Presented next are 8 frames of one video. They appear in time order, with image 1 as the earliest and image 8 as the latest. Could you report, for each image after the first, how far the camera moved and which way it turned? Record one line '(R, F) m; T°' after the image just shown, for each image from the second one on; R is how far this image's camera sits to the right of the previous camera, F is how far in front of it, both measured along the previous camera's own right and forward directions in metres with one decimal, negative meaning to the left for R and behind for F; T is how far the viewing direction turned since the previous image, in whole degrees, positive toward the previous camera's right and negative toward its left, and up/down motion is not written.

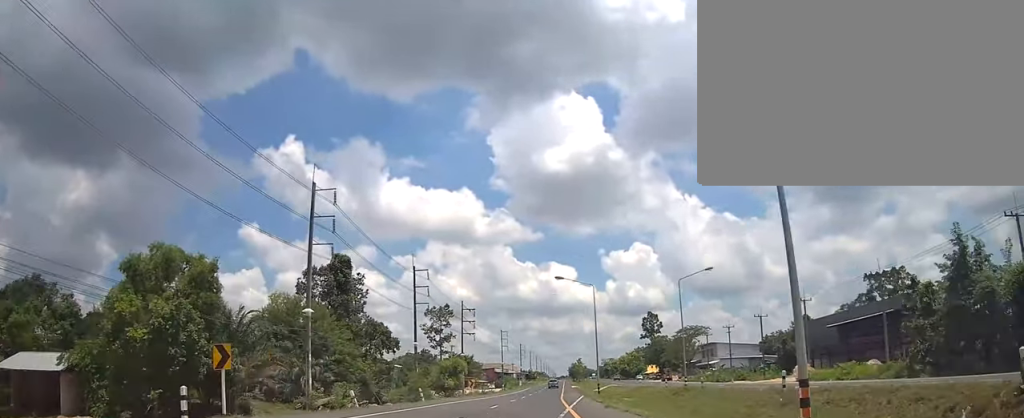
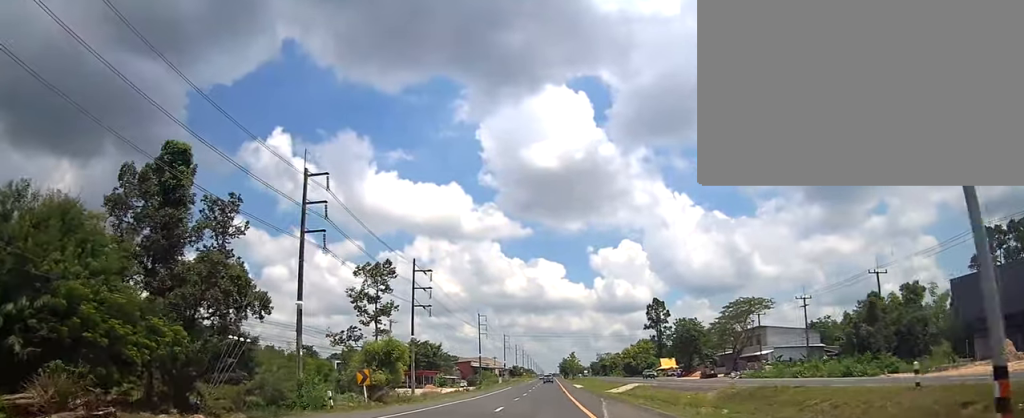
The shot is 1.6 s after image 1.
(+1.0, +39.4) m; +1°
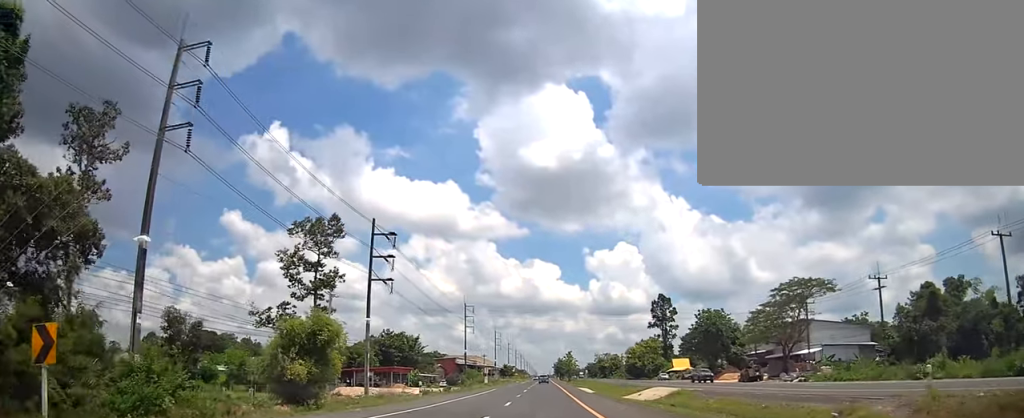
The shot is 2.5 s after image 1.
(-0.4, +20.2) m; 0°
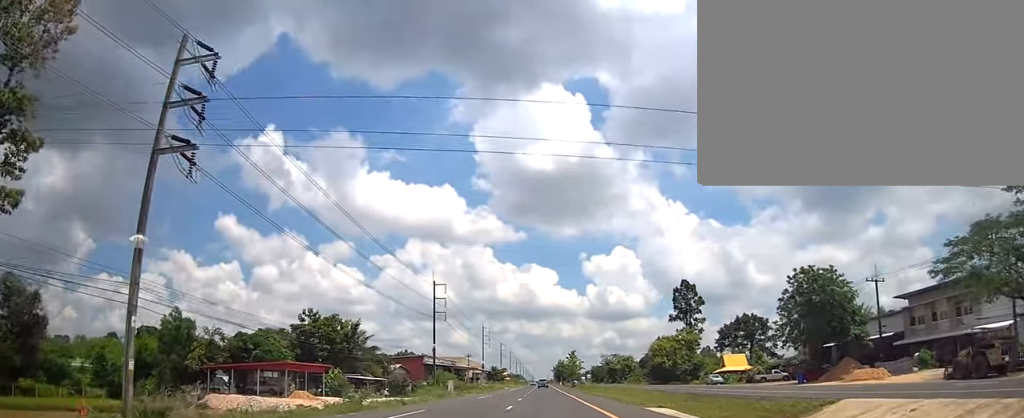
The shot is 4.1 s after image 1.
(+0.8, +39.5) m; +2°
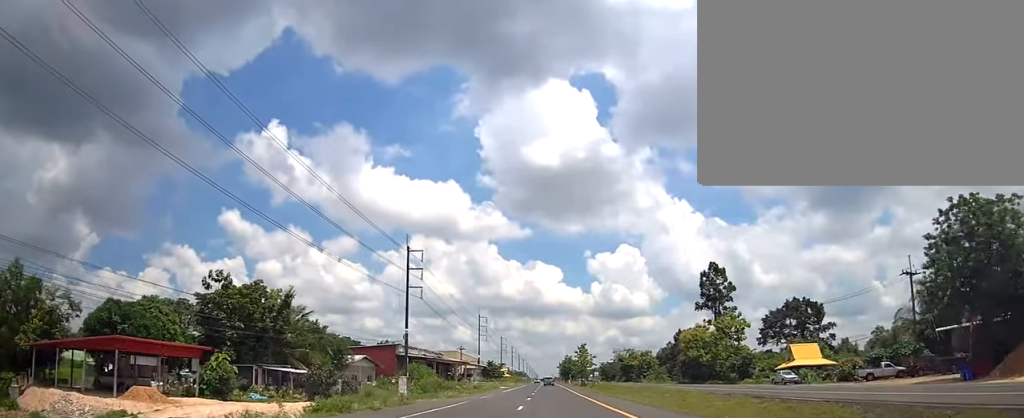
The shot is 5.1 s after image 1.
(0.0, +24.9) m; 0°
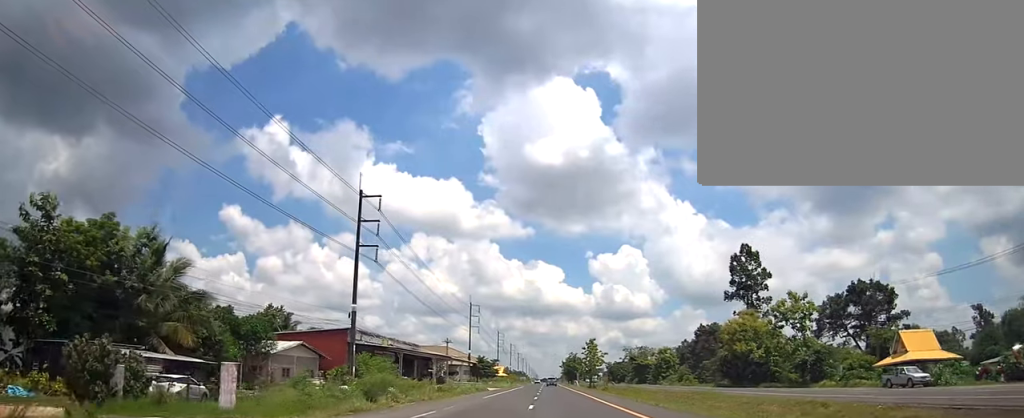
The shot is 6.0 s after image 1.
(-0.1, +23.1) m; 0°
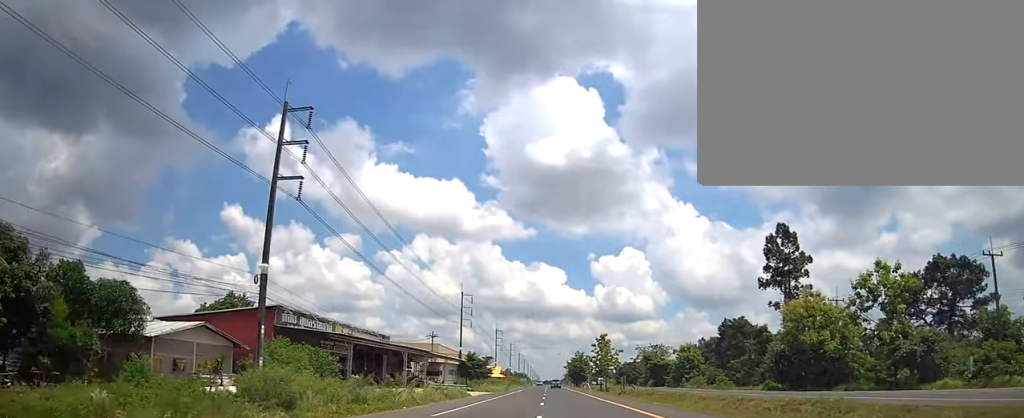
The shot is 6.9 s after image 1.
(+0.1, +19.4) m; 0°
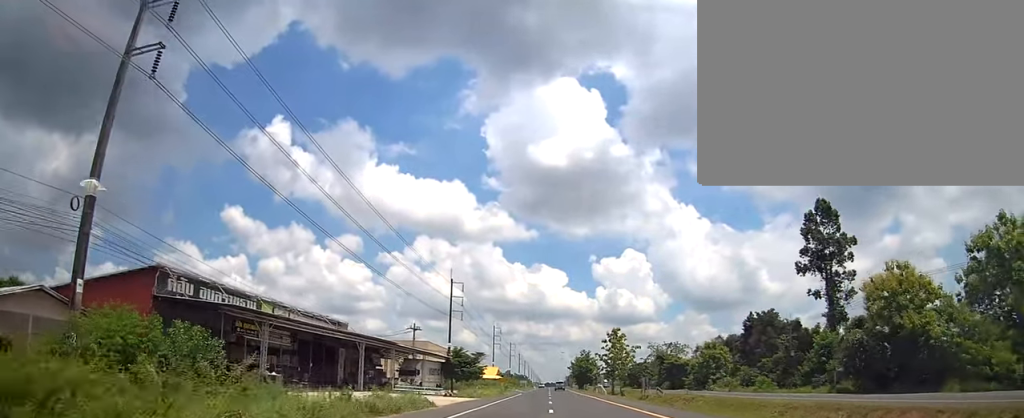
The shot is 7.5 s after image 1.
(-0.4, +16.7) m; 0°
